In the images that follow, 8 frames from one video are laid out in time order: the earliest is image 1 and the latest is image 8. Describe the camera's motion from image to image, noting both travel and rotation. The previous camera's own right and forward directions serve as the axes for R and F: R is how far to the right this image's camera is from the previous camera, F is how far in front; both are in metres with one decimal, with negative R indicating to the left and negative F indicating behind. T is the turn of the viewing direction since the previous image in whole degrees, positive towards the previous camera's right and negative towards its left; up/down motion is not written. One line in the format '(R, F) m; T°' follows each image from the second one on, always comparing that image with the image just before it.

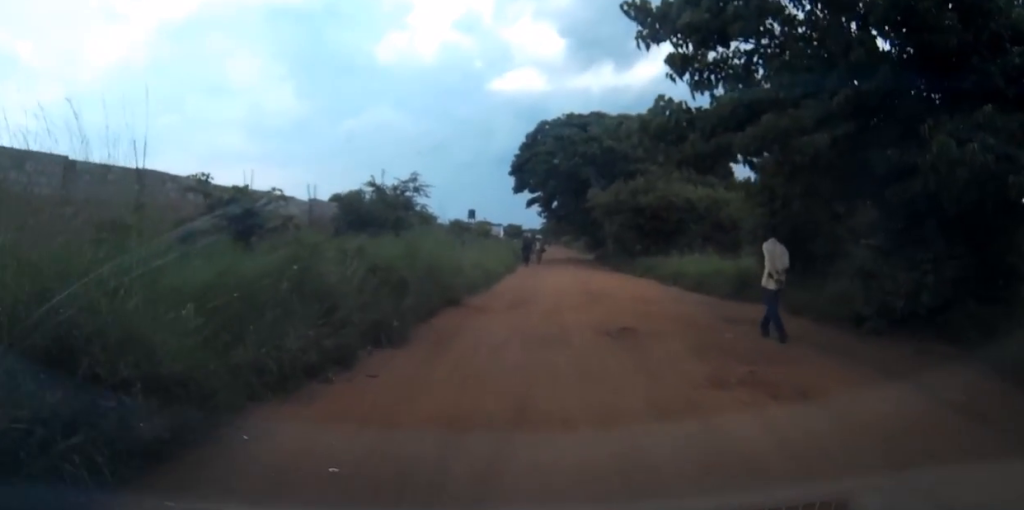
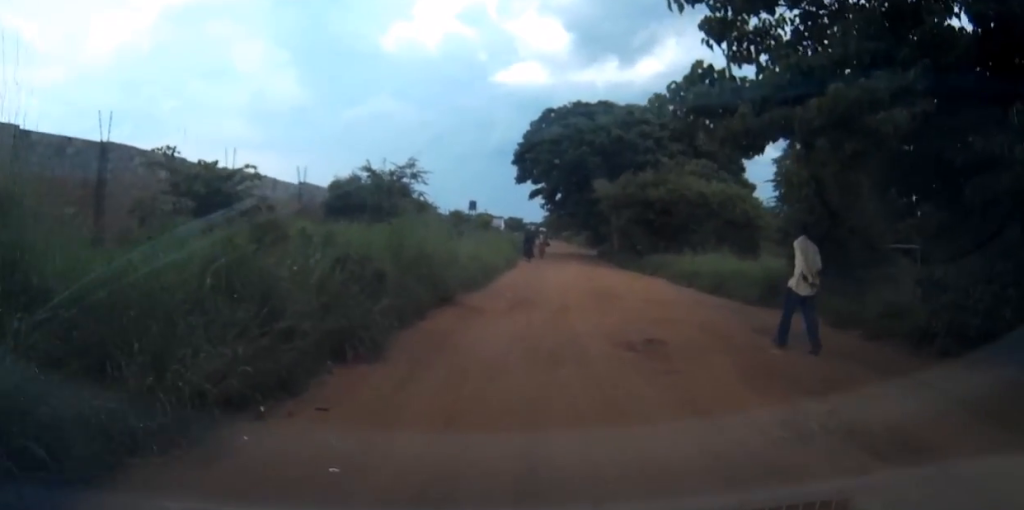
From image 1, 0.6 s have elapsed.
(0.0, +2.2) m; +3°
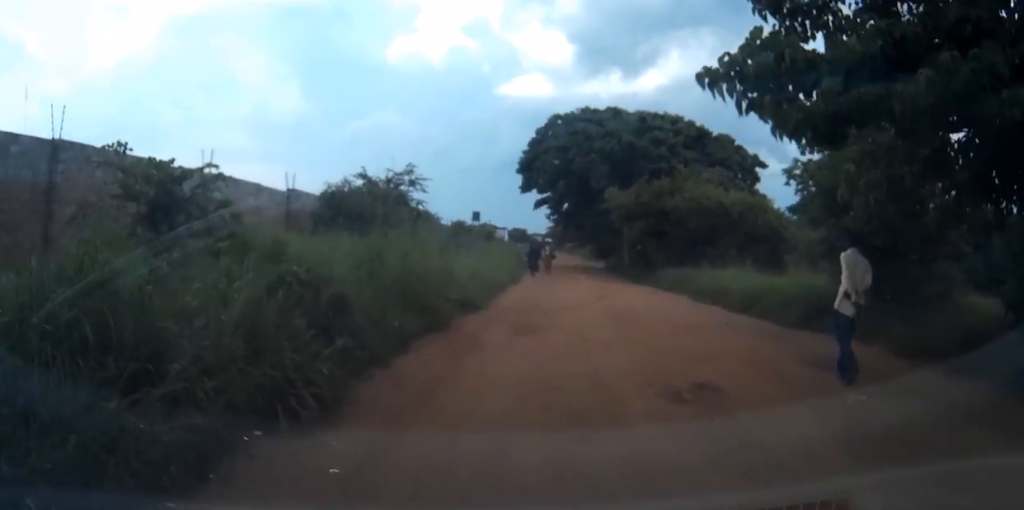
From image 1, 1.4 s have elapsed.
(+0.2, +2.7) m; +2°
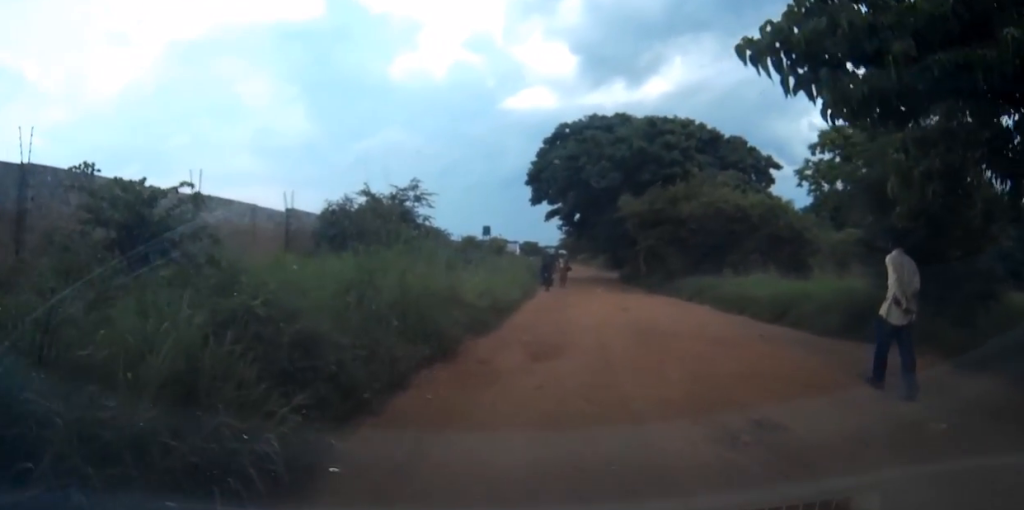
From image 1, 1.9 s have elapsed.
(0.0, +1.6) m; 0°
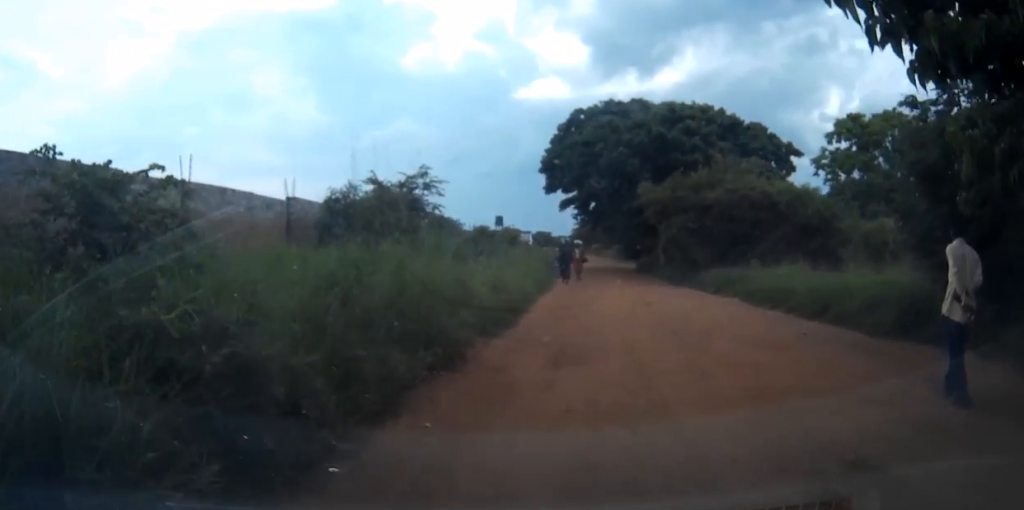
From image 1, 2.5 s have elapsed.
(0.0, +1.8) m; -2°
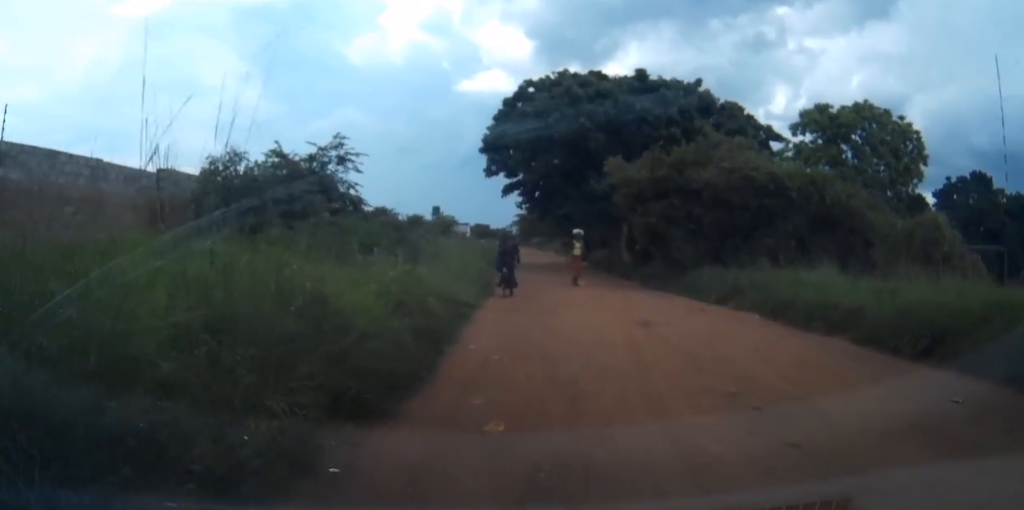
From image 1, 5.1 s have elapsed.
(+0.4, +6.9) m; +8°
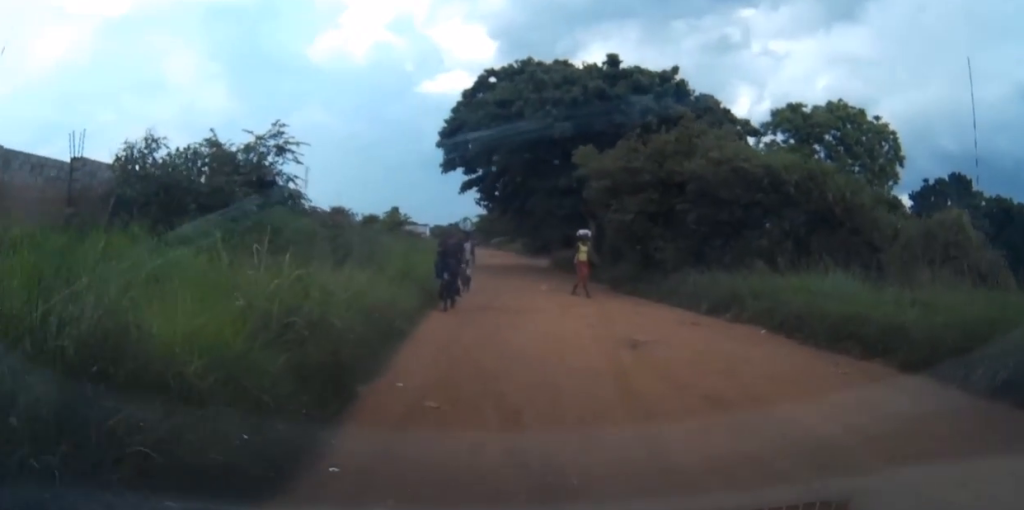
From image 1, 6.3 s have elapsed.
(-0.1, +2.9) m; 0°
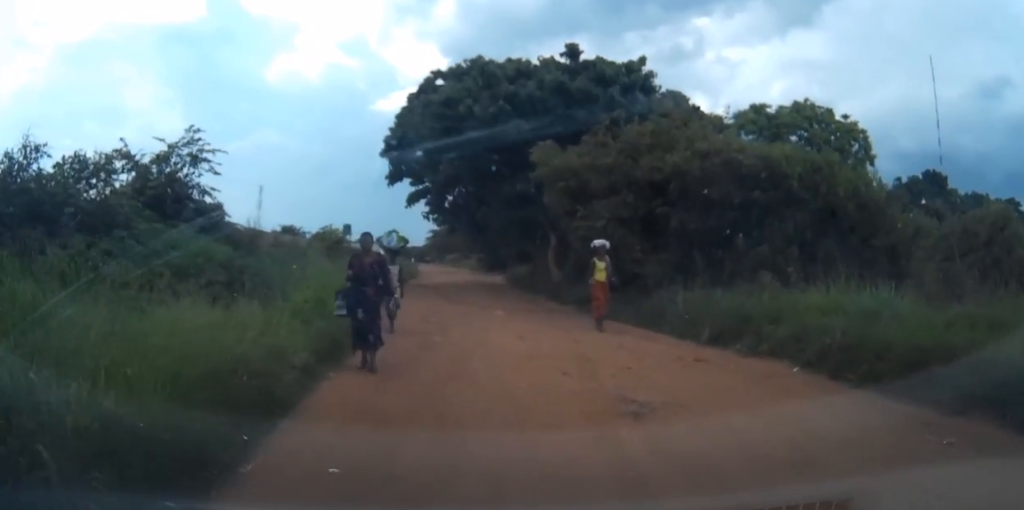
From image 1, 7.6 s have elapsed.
(+0.2, +3.2) m; +9°
